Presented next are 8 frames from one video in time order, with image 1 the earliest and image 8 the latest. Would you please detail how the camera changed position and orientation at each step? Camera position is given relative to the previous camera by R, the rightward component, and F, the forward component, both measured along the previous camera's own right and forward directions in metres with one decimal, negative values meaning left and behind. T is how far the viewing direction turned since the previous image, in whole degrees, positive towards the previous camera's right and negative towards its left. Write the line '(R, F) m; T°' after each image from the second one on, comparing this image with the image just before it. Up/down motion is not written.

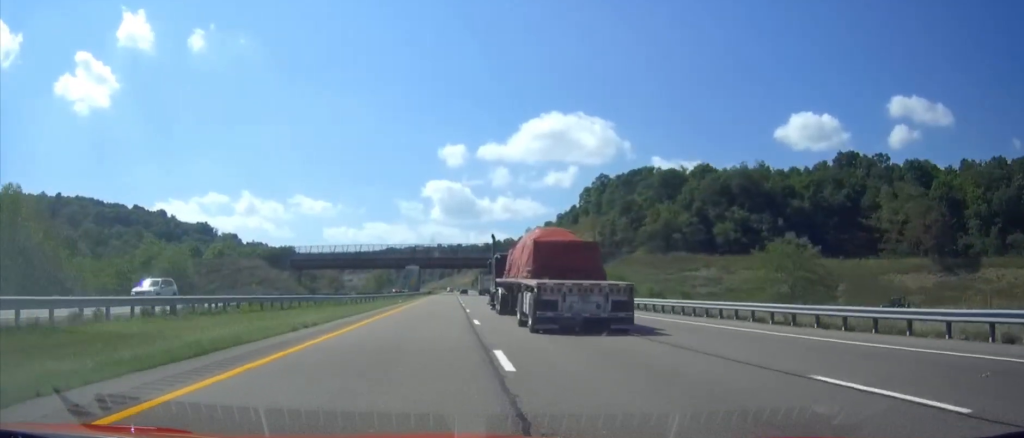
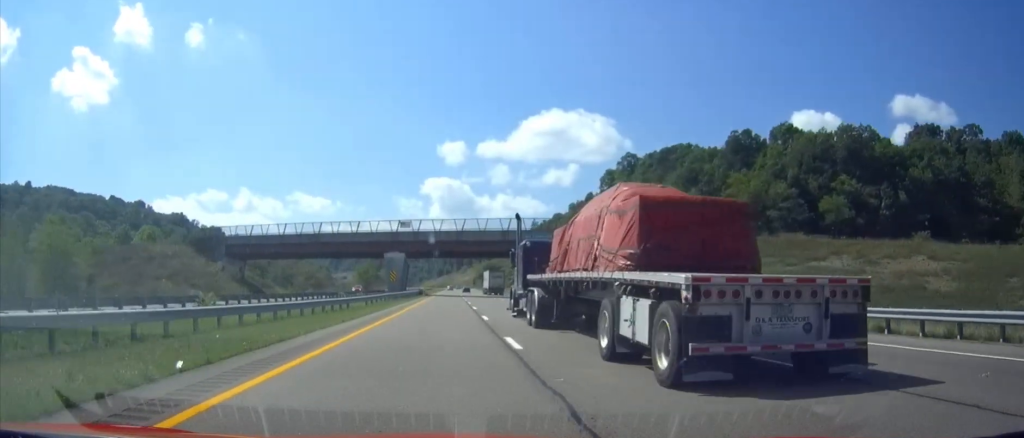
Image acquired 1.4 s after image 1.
(0.0, +45.4) m; 0°
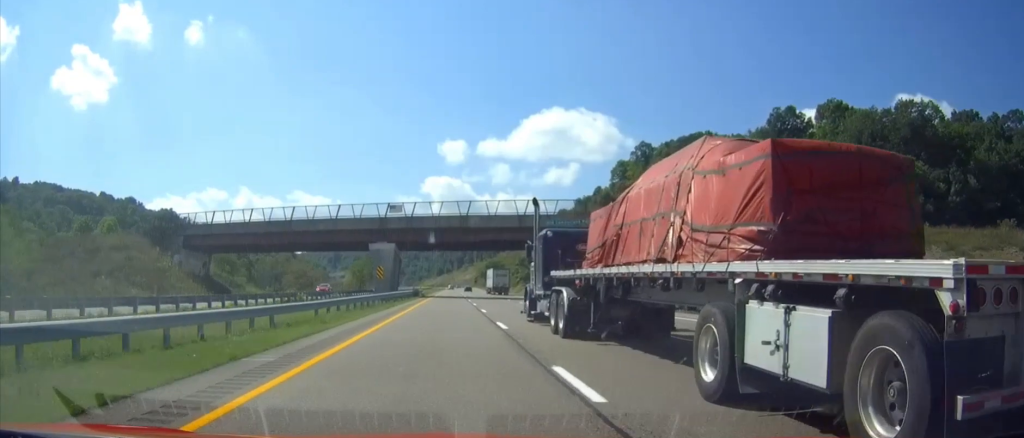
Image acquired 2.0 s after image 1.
(0.0, +18.3) m; 0°
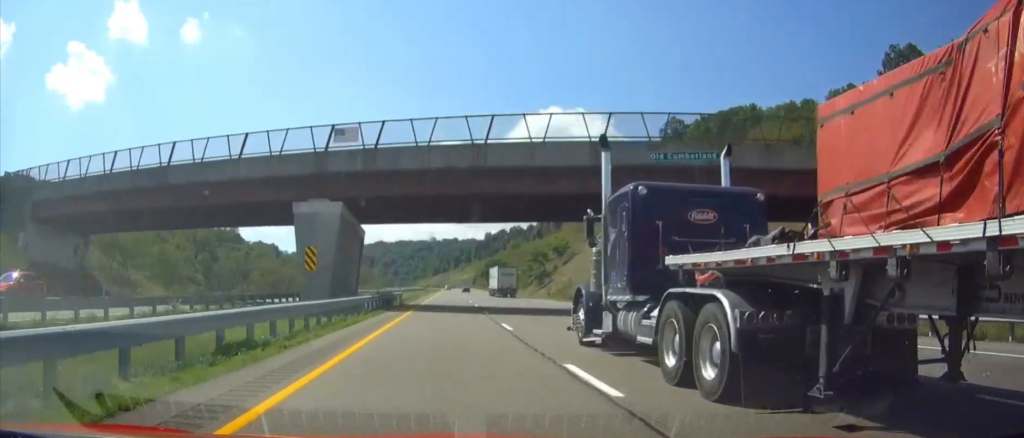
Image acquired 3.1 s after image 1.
(0.0, +36.6) m; 0°
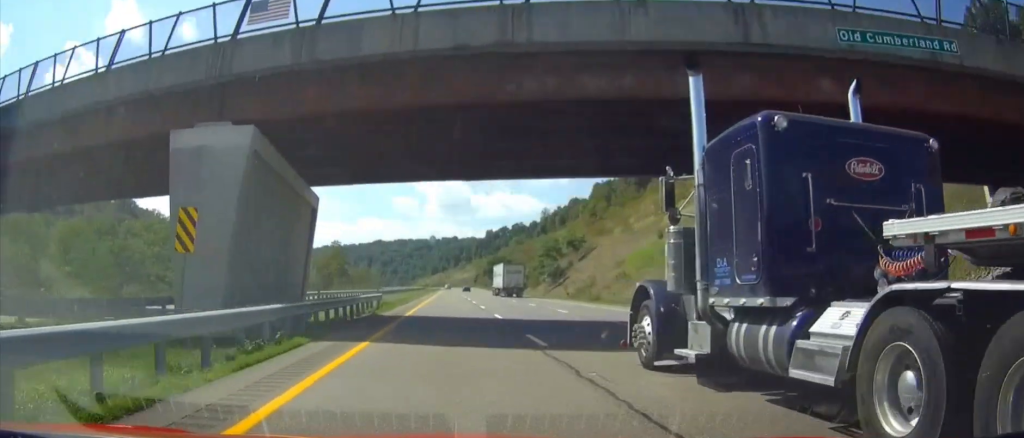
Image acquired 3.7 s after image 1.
(0.0, +18.2) m; 0°
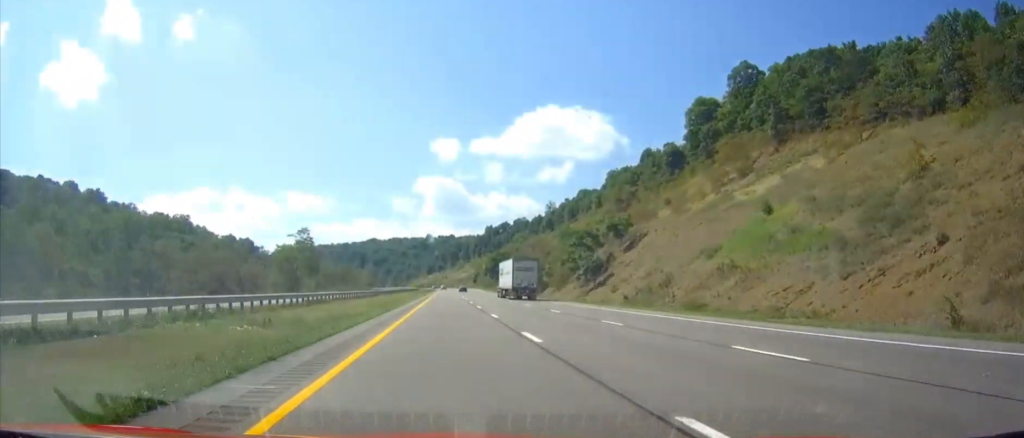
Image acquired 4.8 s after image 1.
(+0.1, +35.3) m; 0°
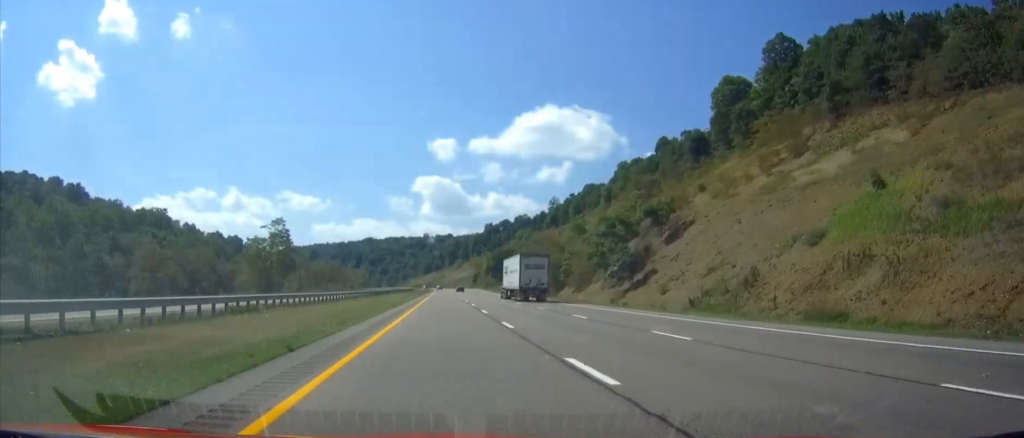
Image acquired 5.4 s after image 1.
(0.0, +19.2) m; 0°
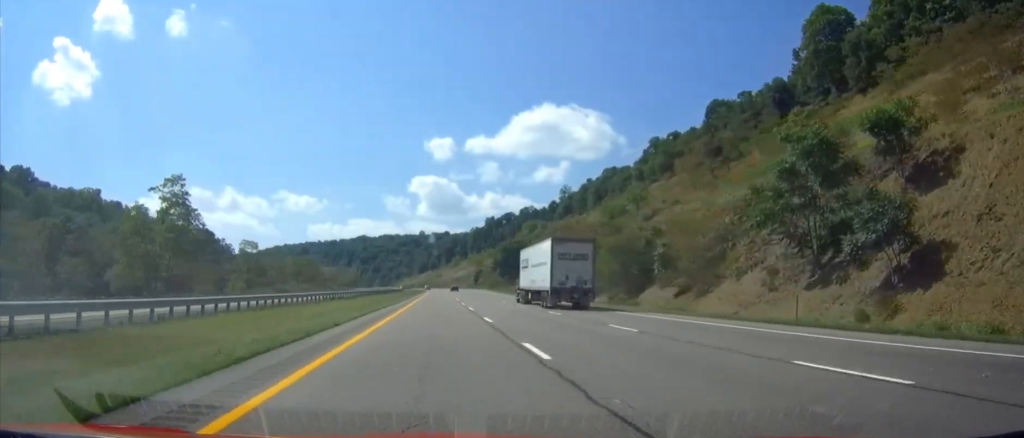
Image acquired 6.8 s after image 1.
(+0.1, +45.7) m; 0°
